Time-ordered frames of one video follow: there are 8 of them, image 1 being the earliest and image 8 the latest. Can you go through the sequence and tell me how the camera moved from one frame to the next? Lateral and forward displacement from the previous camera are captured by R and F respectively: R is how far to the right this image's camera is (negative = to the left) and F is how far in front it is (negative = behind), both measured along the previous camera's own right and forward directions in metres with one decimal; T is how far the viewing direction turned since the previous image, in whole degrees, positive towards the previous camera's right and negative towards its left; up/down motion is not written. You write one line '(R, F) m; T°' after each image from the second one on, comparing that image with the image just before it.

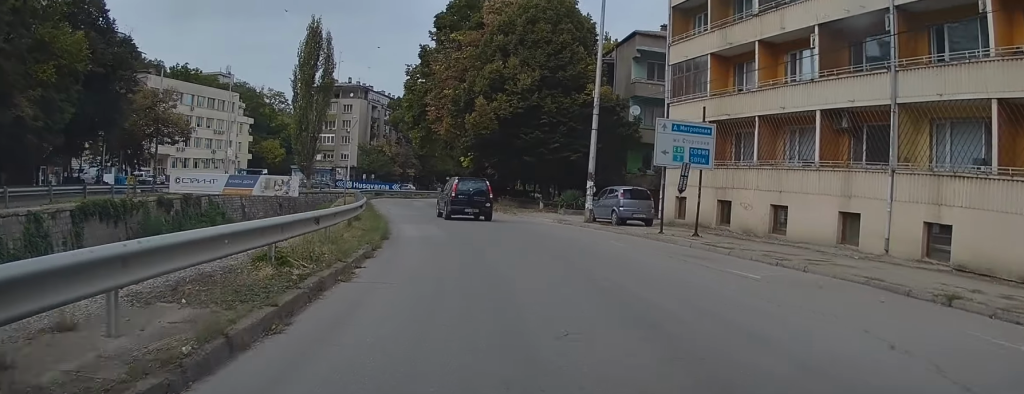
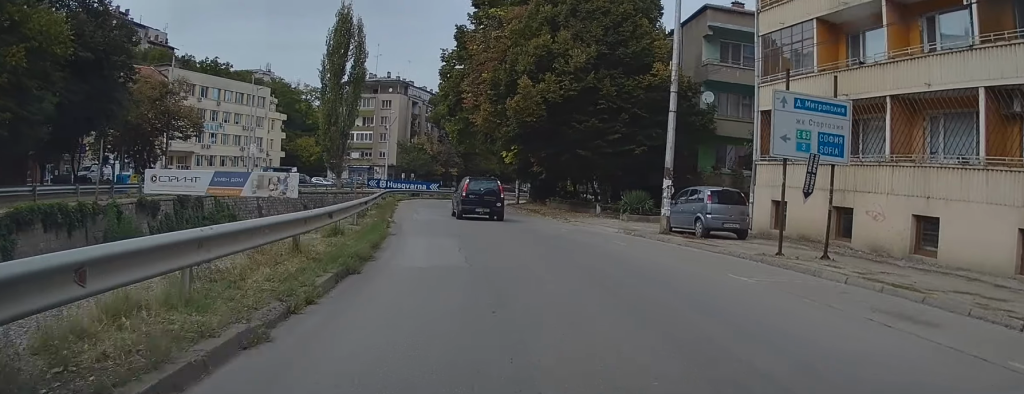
(-0.2, +6.9) m; -4°
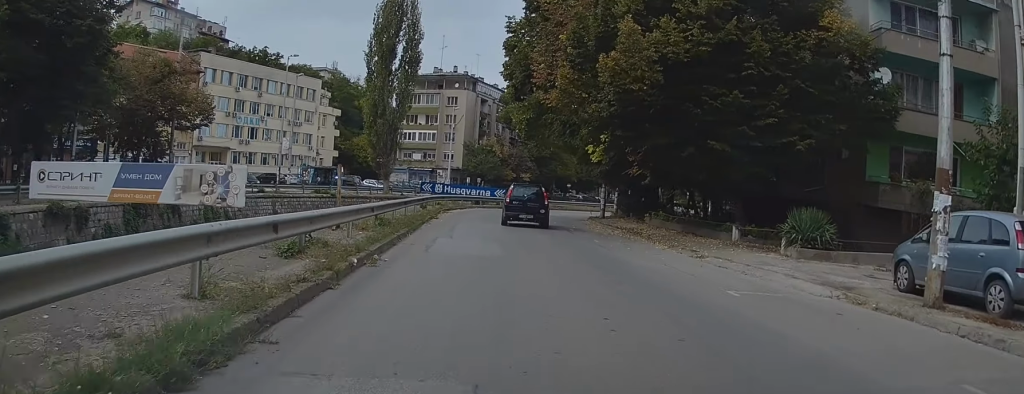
(-0.7, +11.9) m; -5°
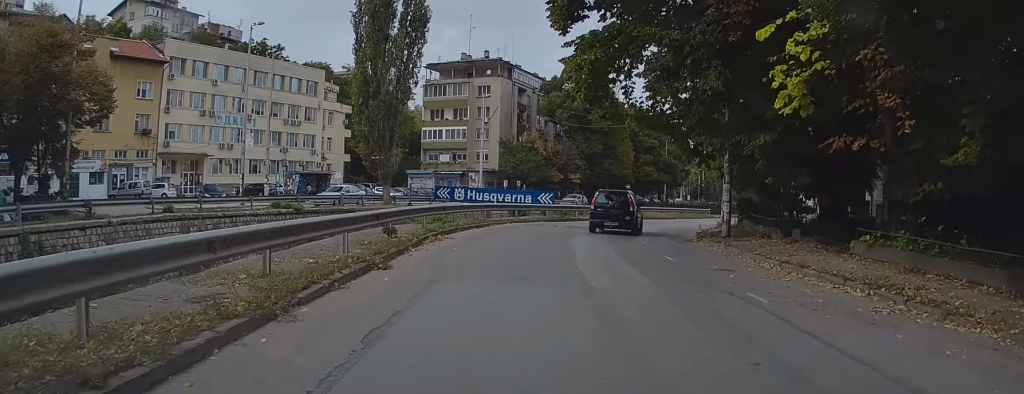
(-0.8, +17.6) m; -5°
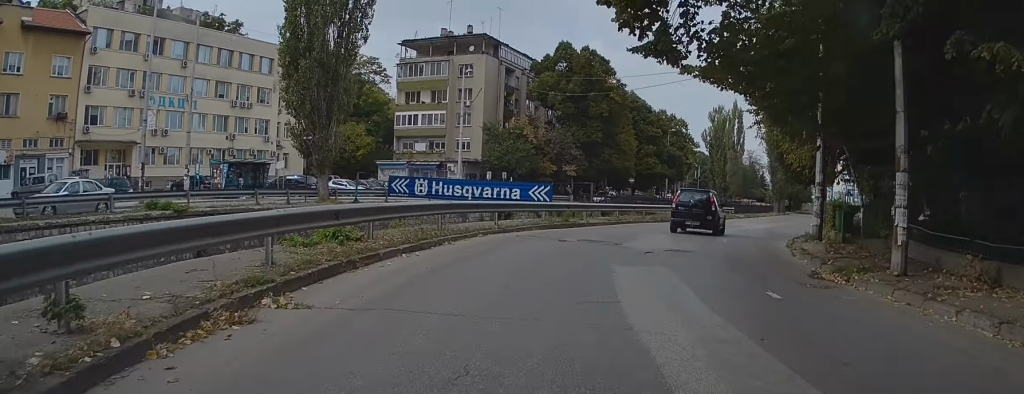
(-0.3, +11.9) m; 0°
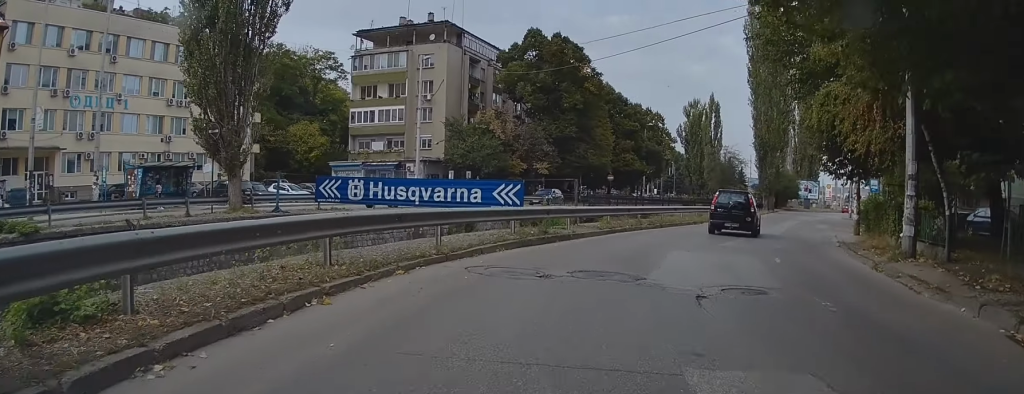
(-0.1, +7.2) m; +3°
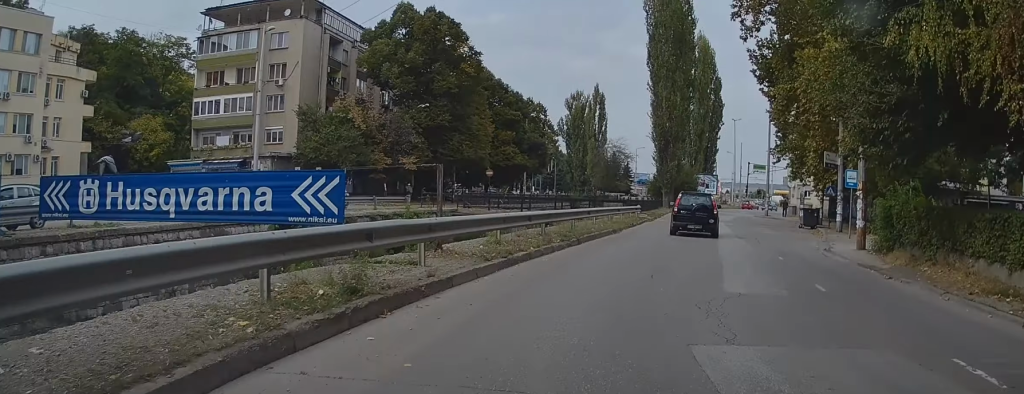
(+0.7, +10.6) m; +9°
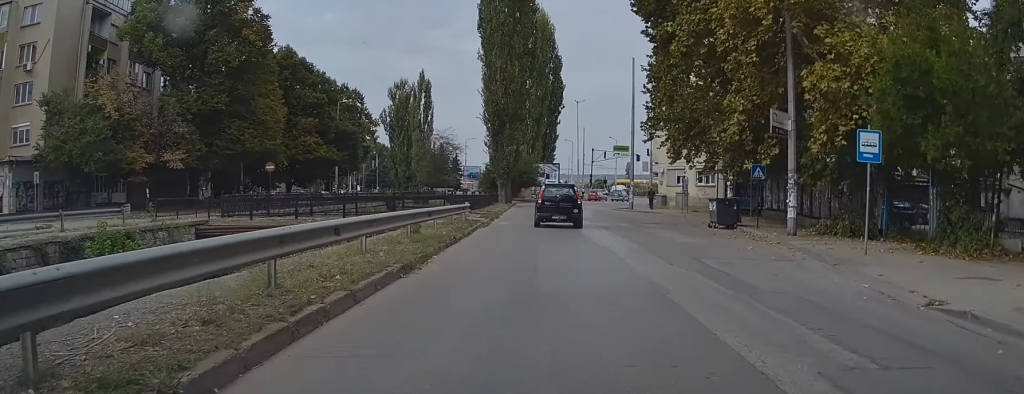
(+1.5, +14.3) m; +9°
